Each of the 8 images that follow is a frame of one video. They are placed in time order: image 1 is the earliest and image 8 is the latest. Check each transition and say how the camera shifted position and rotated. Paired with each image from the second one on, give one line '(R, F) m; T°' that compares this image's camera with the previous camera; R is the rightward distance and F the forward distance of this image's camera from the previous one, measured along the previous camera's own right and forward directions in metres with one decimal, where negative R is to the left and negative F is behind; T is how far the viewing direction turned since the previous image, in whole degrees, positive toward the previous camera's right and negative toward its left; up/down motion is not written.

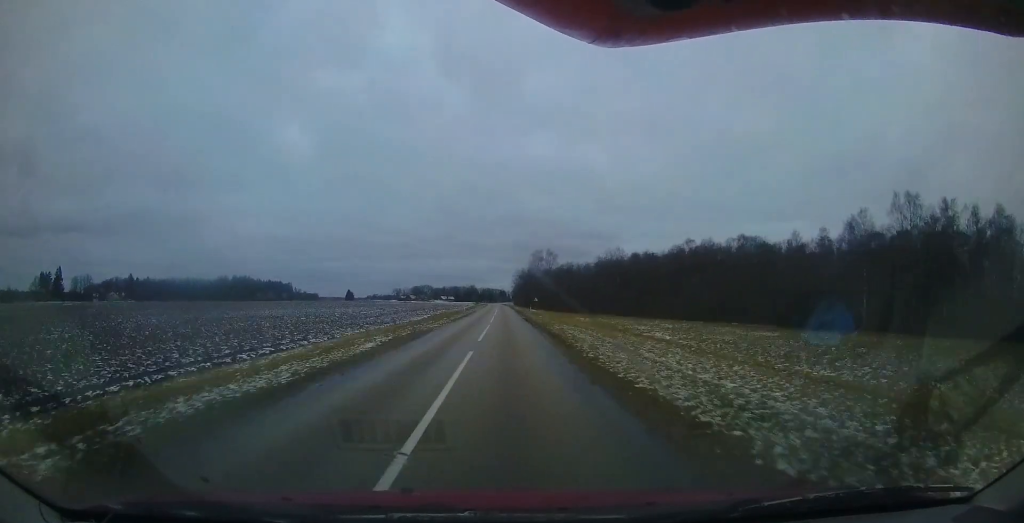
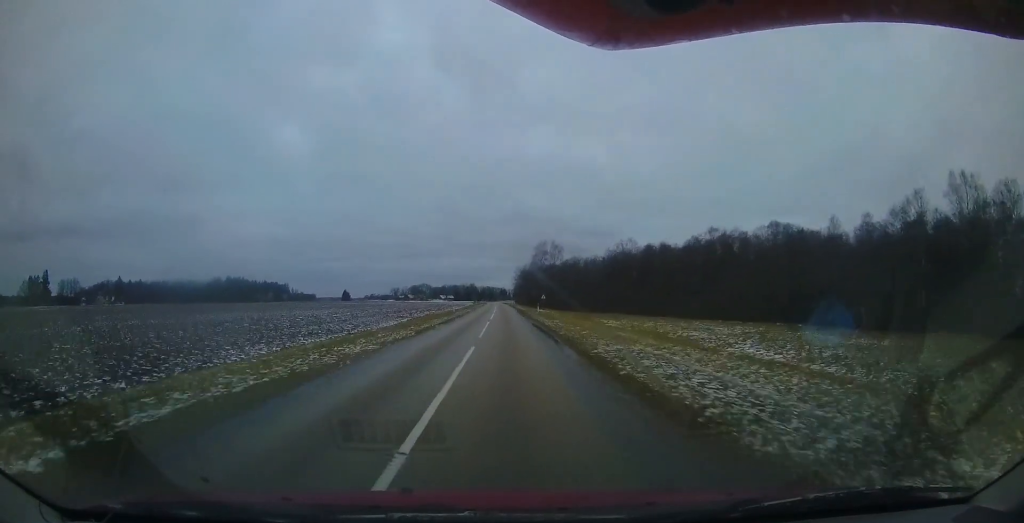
(0.0, +11.5) m; 0°
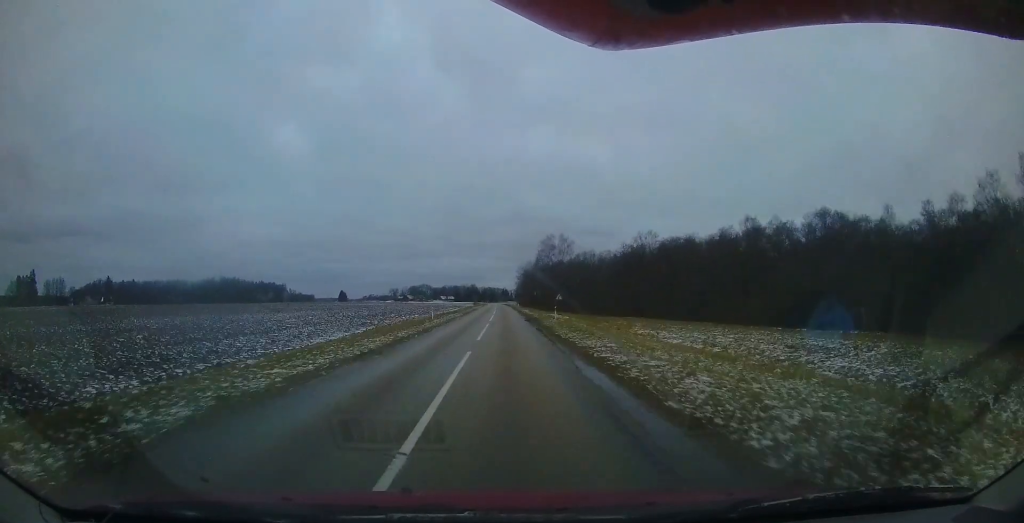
(-0.2, +13.1) m; 0°
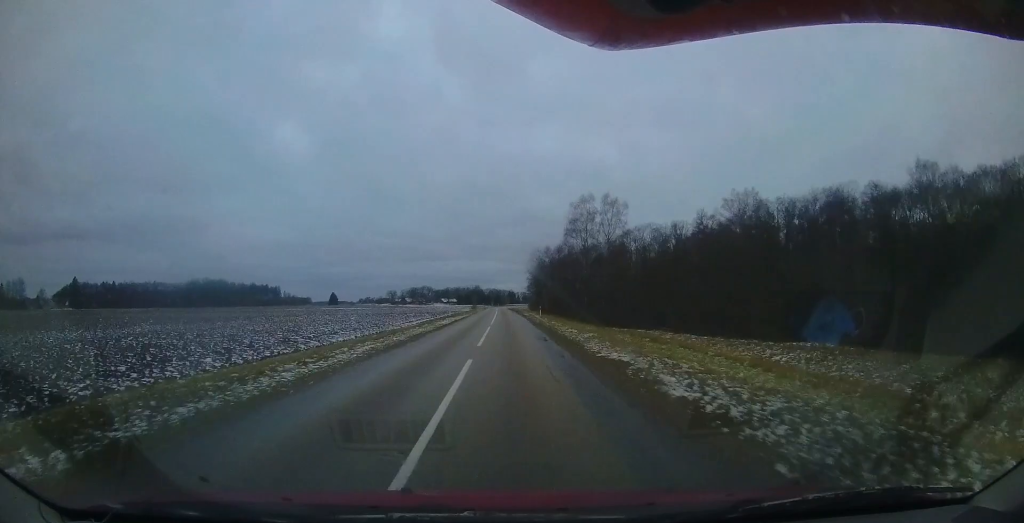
(+0.4, +37.8) m; 0°
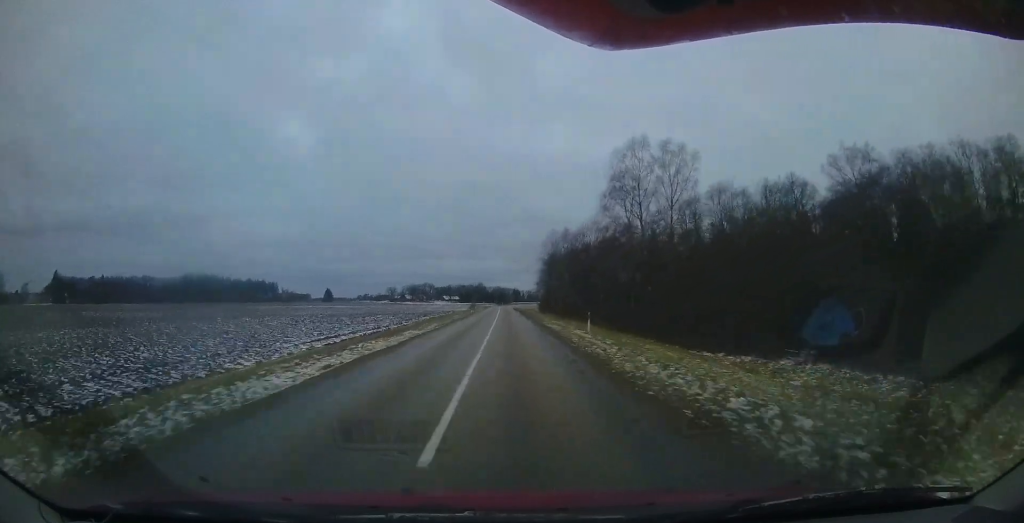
(-0.2, +20.8) m; -1°
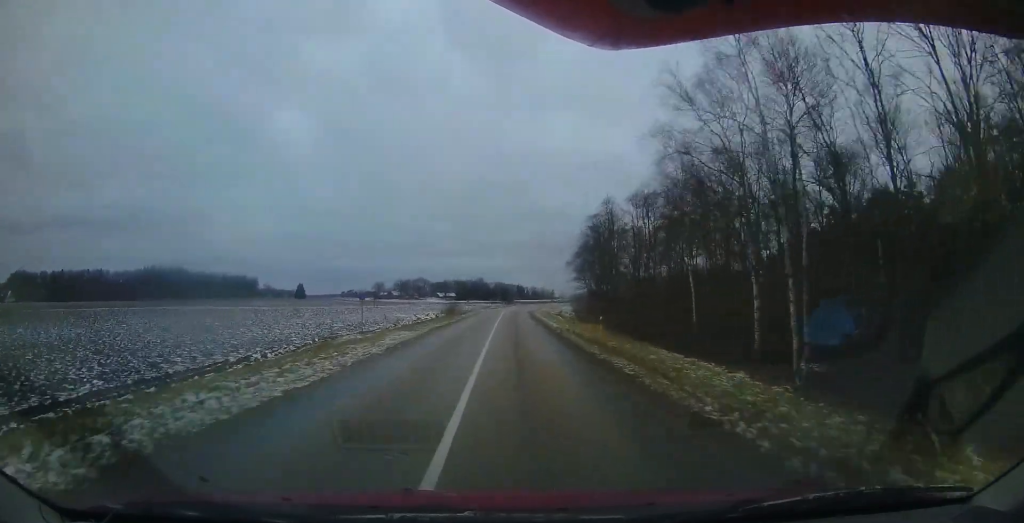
(0.0, +52.8) m; 0°
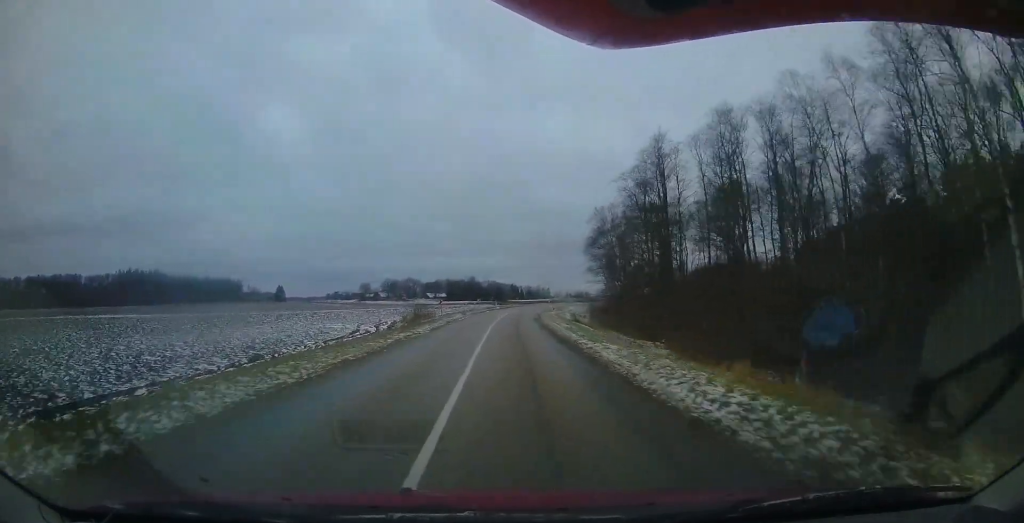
(-0.2, +18.9) m; 0°
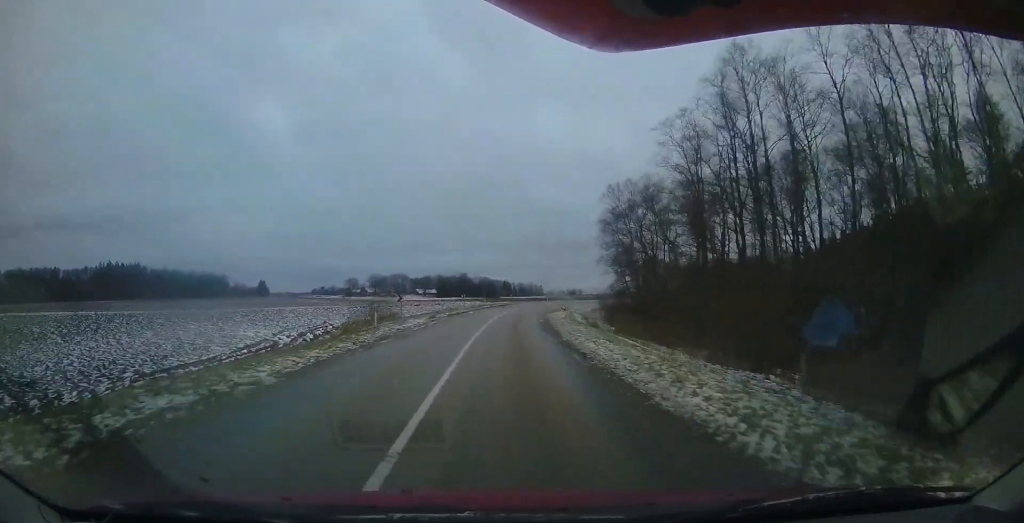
(0.0, +11.8) m; +1°
